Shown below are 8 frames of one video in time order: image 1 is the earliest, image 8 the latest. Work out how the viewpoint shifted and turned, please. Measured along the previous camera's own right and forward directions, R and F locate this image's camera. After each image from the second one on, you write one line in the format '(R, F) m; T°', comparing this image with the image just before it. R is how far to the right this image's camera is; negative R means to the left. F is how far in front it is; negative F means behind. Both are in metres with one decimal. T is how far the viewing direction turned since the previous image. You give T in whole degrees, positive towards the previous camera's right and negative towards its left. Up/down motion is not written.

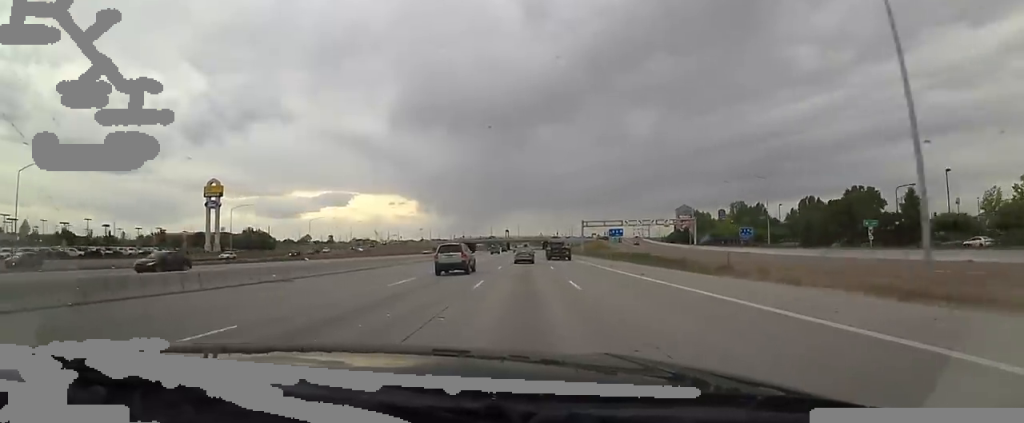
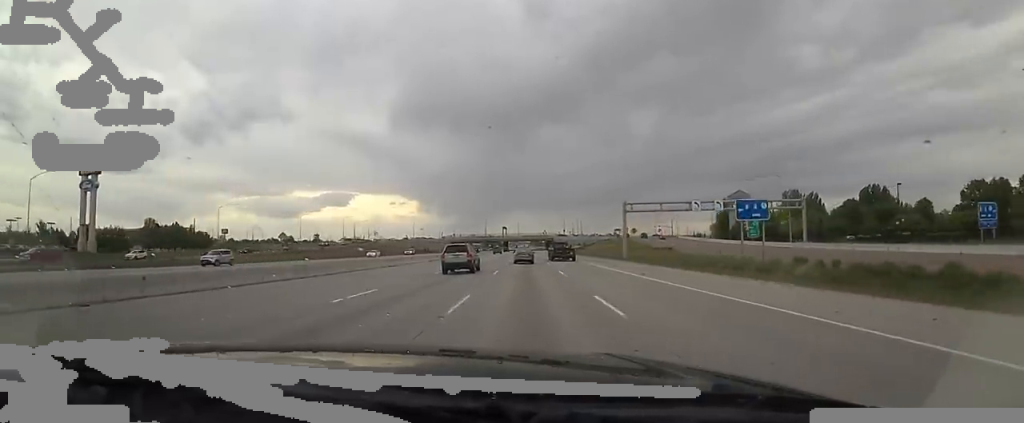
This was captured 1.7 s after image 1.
(0.0, +51.8) m; 0°
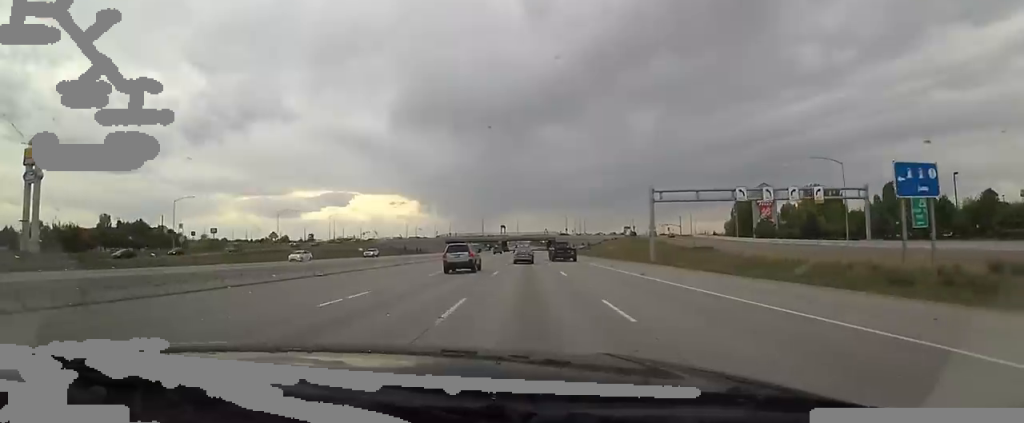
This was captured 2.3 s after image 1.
(0.0, +16.1) m; 0°
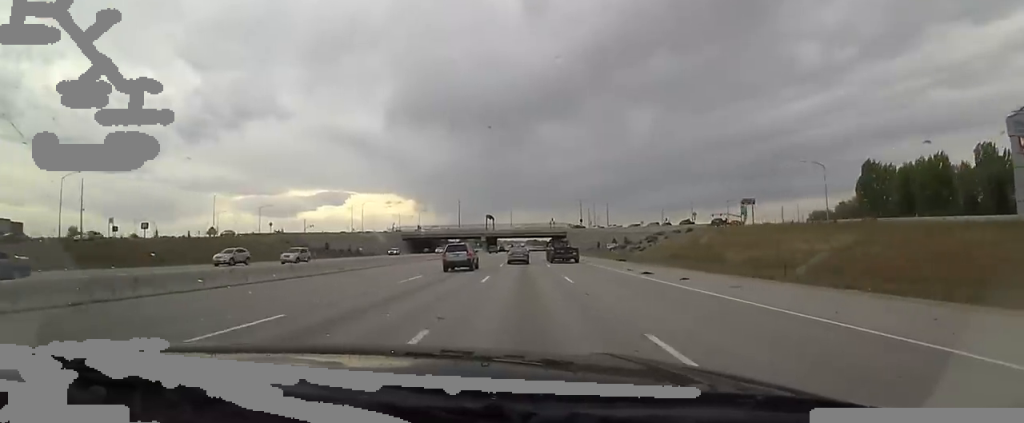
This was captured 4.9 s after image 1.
(0.0, +80.0) m; 0°
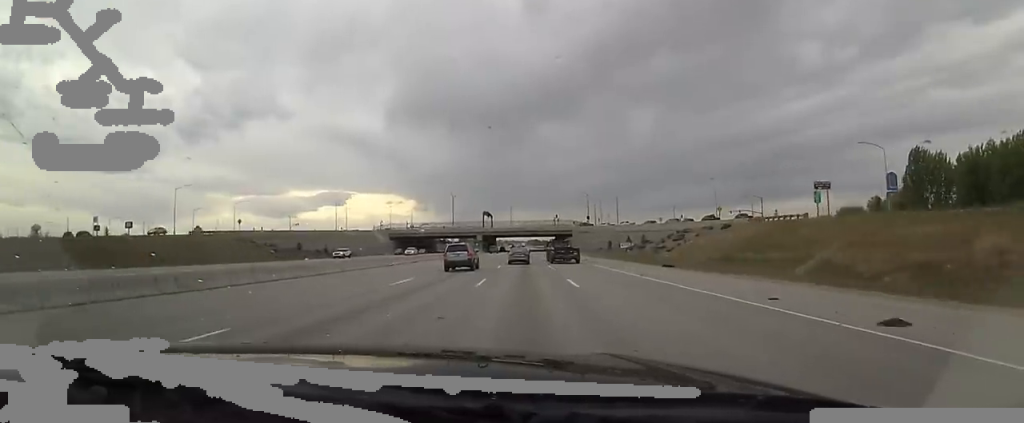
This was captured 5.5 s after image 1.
(0.0, +16.9) m; 0°
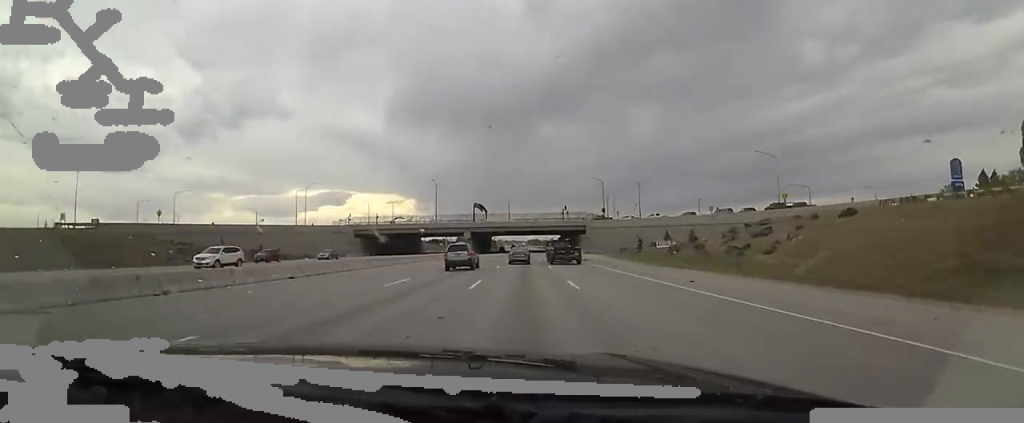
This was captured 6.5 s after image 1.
(0.0, +31.0) m; 0°
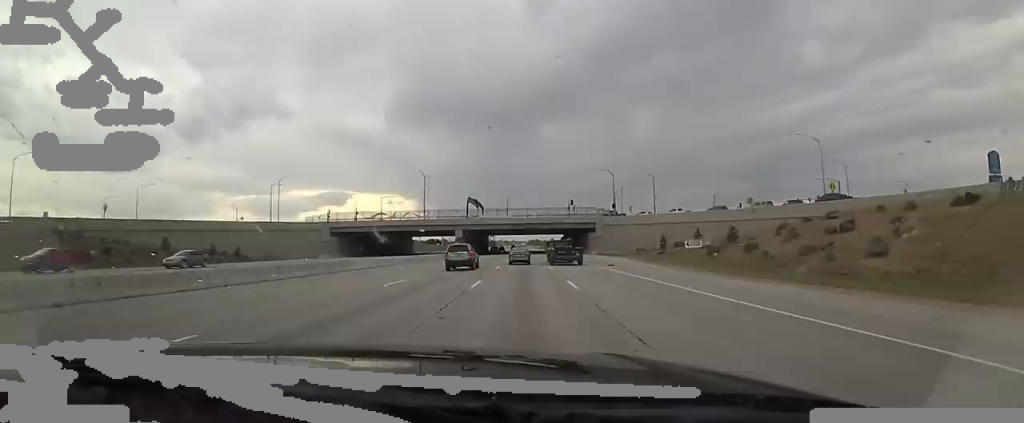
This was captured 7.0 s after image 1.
(0.0, +15.2) m; 0°
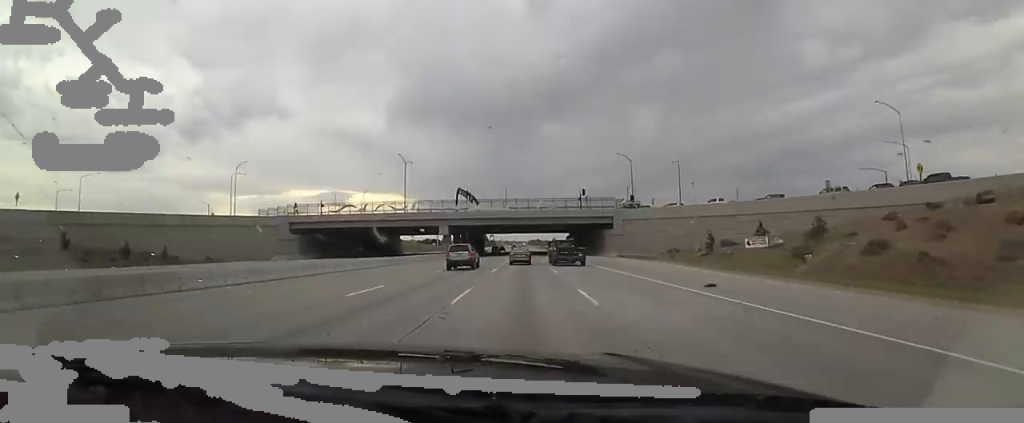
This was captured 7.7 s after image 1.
(0.0, +19.3) m; 0°
